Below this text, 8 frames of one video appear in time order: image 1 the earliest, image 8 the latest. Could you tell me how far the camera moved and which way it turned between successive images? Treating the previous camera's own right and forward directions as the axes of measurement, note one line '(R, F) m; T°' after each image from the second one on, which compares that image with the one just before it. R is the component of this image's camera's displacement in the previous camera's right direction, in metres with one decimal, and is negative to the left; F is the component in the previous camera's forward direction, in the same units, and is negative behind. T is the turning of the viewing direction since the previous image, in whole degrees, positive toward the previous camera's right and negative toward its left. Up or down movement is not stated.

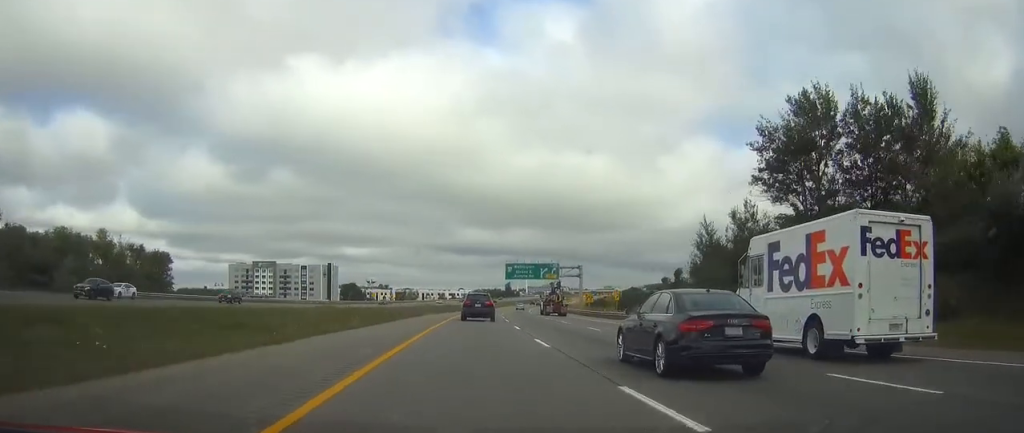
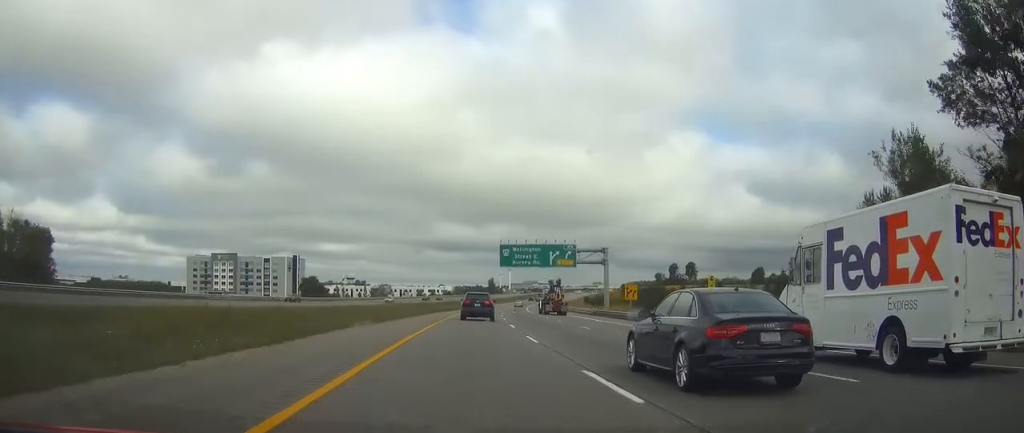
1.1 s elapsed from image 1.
(+0.5, +34.5) m; +2°
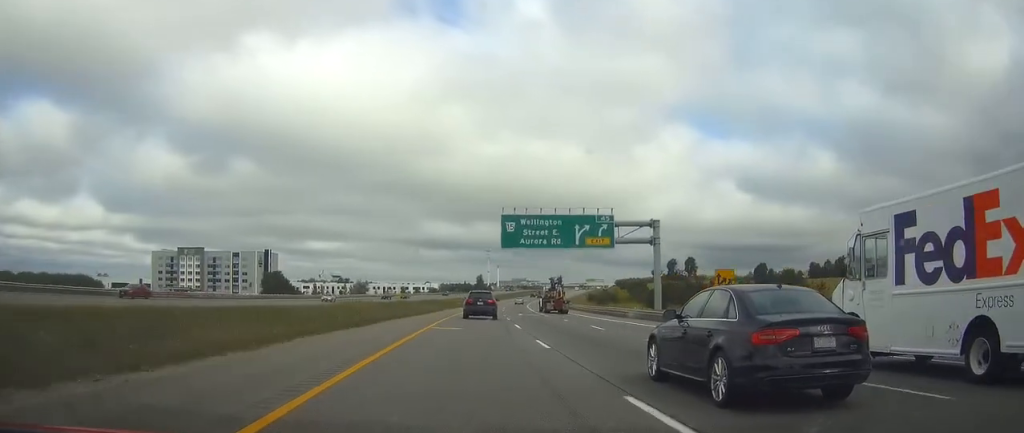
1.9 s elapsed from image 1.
(+0.3, +26.9) m; +1°
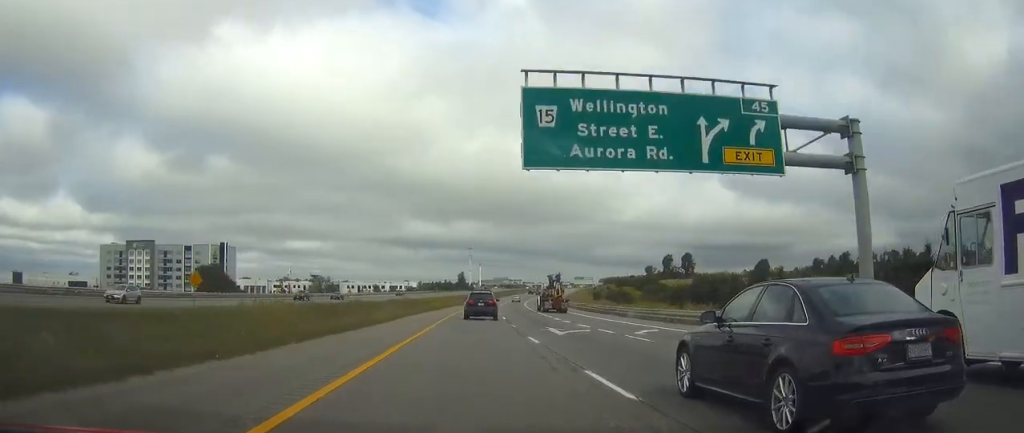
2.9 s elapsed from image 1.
(+0.4, +33.3) m; +1°
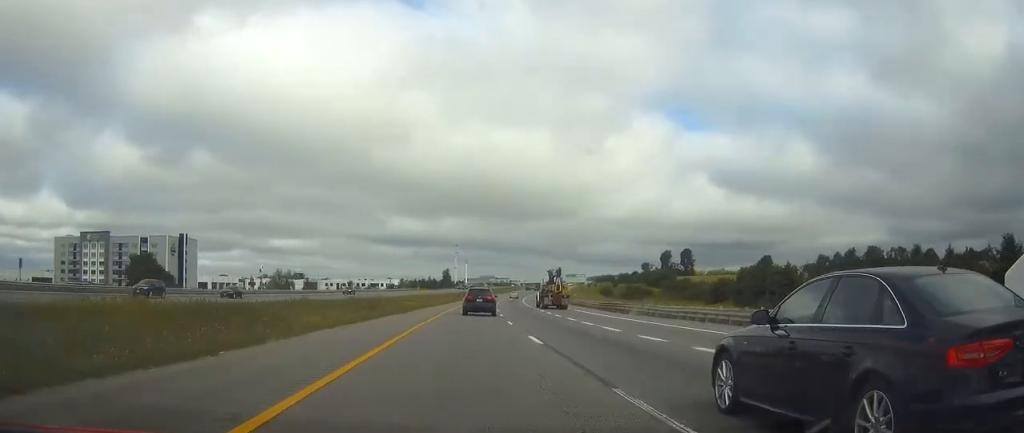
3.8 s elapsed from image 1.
(+0.2, +26.9) m; +1°
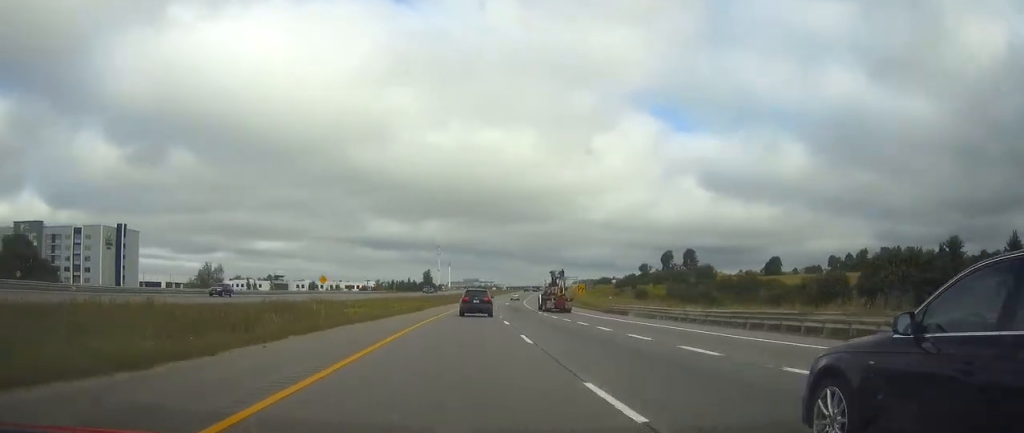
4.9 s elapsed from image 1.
(+0.5, +35.4) m; +2°
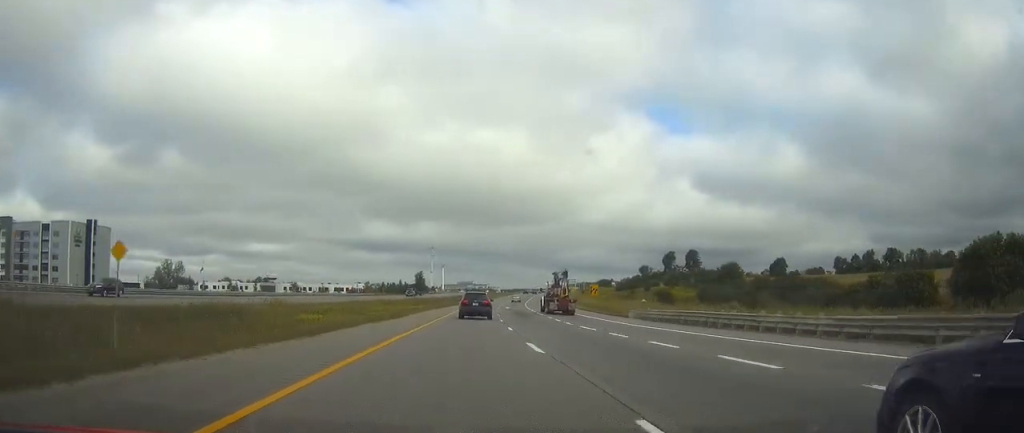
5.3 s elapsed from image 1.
(+0.1, +15.0) m; +1°
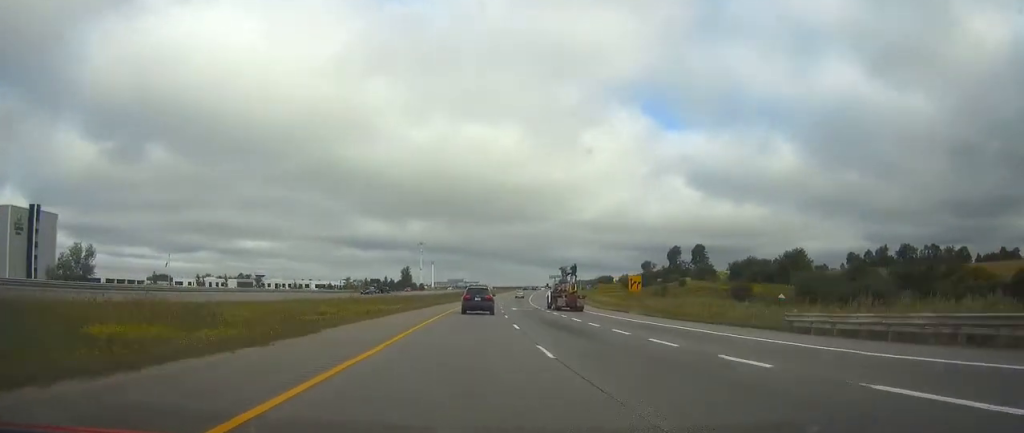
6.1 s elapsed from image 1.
(+0.2, +25.7) m; +1°
